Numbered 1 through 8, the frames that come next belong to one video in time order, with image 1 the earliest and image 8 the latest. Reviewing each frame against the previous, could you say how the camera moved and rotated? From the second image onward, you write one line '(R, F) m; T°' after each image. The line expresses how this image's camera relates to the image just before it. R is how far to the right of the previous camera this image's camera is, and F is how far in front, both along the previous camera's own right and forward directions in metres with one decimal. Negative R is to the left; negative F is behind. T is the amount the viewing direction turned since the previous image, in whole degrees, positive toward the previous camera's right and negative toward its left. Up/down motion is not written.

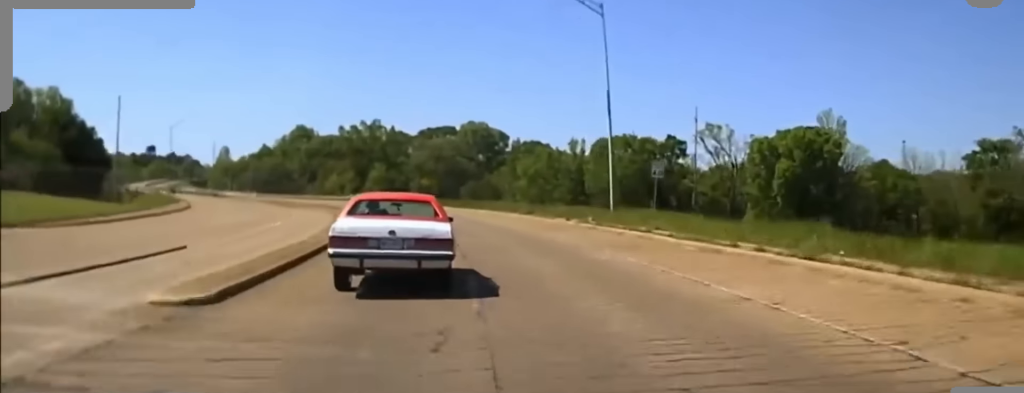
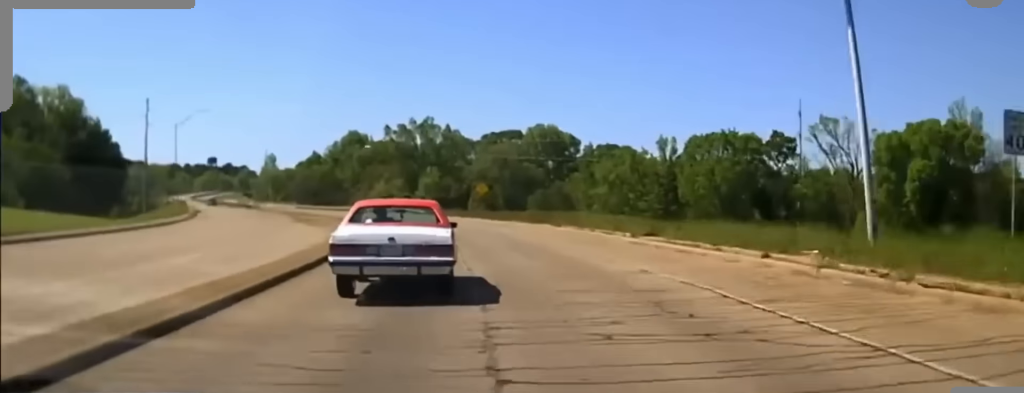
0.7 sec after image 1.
(-1.2, +28.0) m; -4°
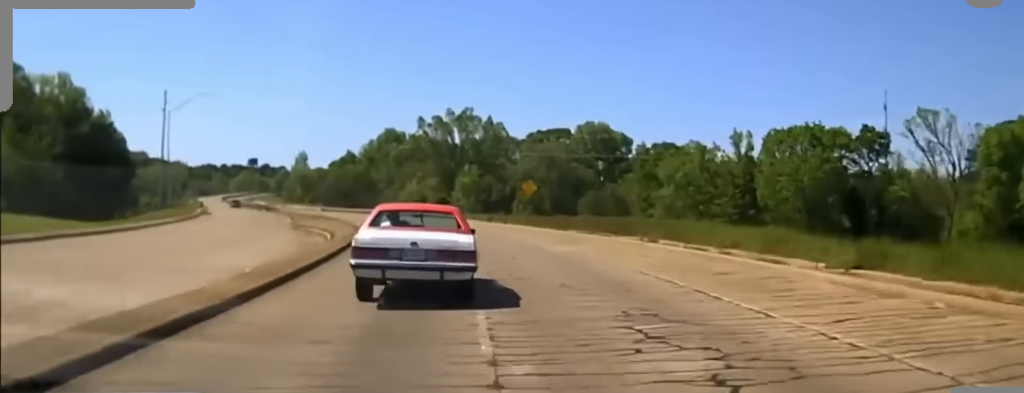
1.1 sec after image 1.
(-0.4, +19.6) m; -3°
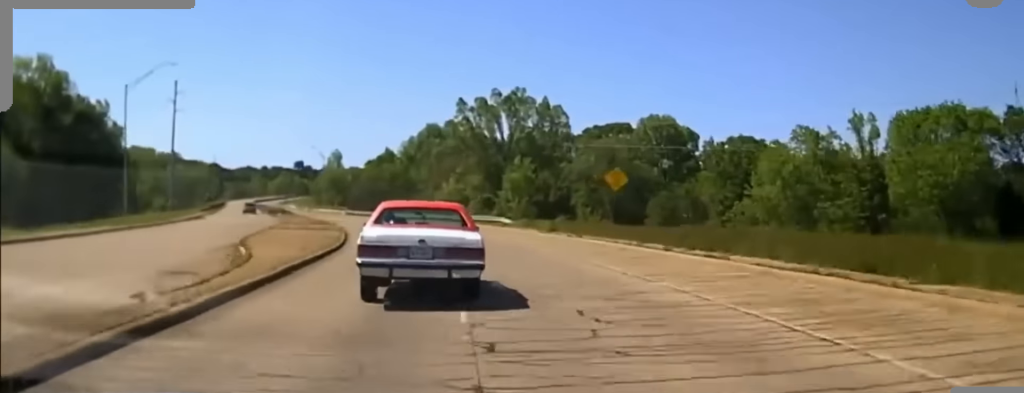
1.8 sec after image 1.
(-0.6, +25.7) m; -4°
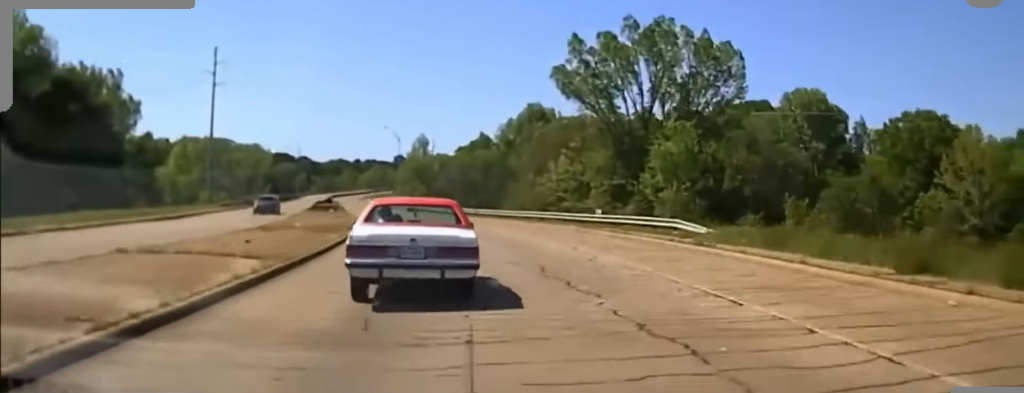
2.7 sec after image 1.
(-2.1, +30.8) m; -7°
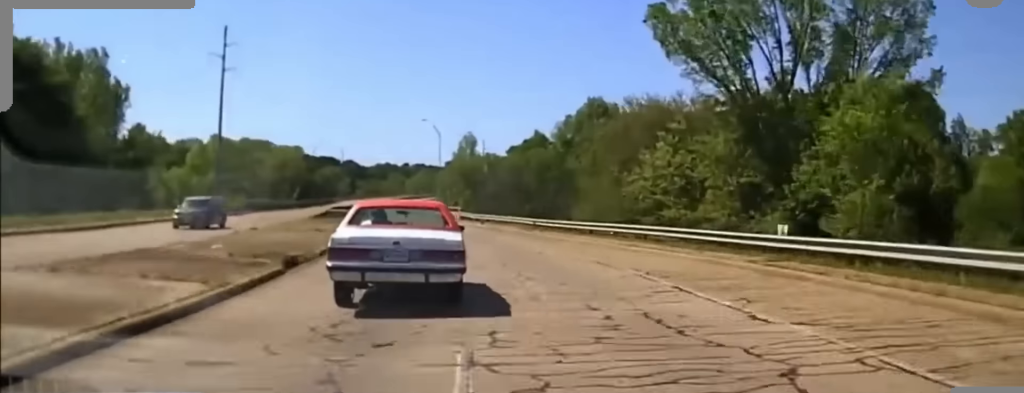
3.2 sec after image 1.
(-0.7, +17.8) m; -4°
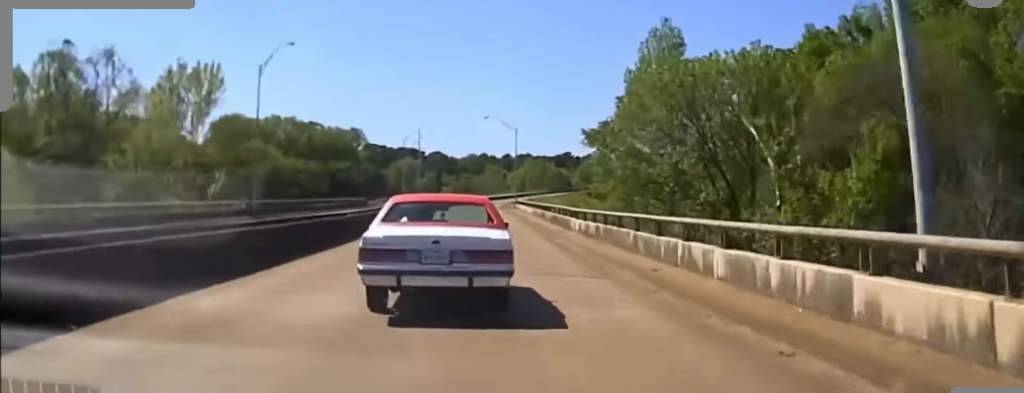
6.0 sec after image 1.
(-9.7, +87.0) m; -9°
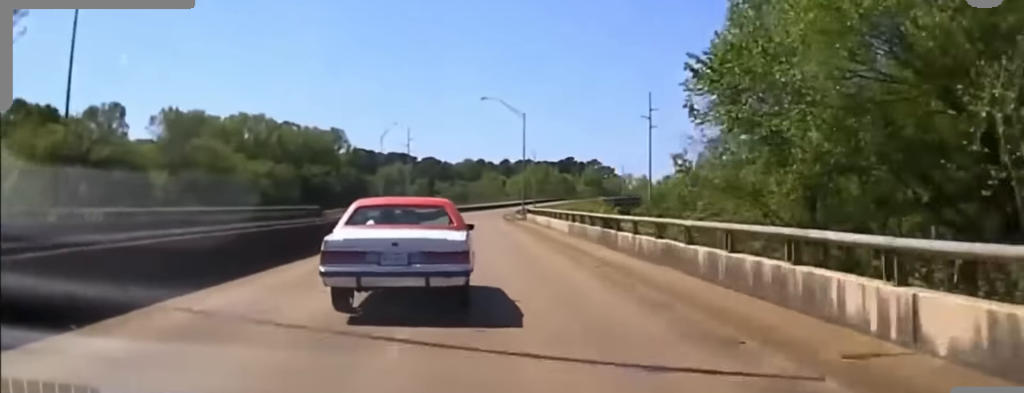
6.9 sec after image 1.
(0.0, +29.0) m; 0°
